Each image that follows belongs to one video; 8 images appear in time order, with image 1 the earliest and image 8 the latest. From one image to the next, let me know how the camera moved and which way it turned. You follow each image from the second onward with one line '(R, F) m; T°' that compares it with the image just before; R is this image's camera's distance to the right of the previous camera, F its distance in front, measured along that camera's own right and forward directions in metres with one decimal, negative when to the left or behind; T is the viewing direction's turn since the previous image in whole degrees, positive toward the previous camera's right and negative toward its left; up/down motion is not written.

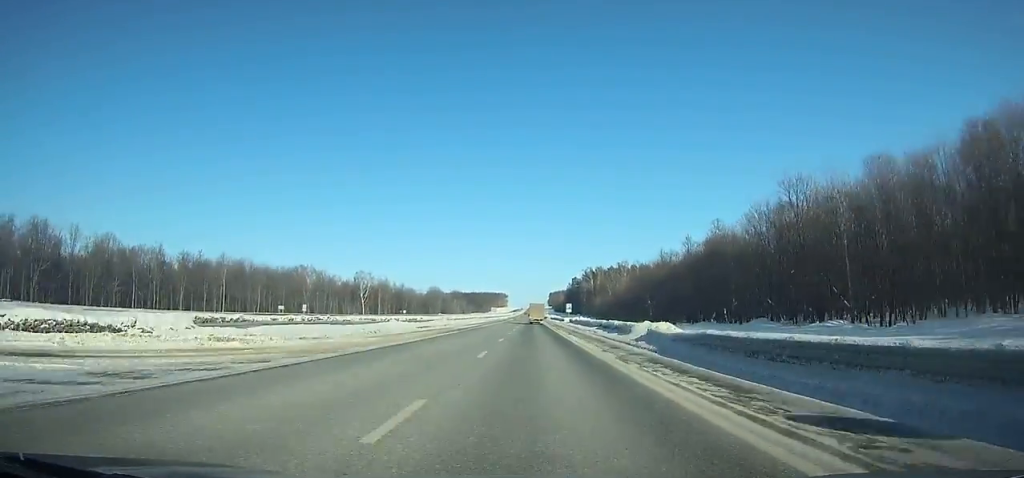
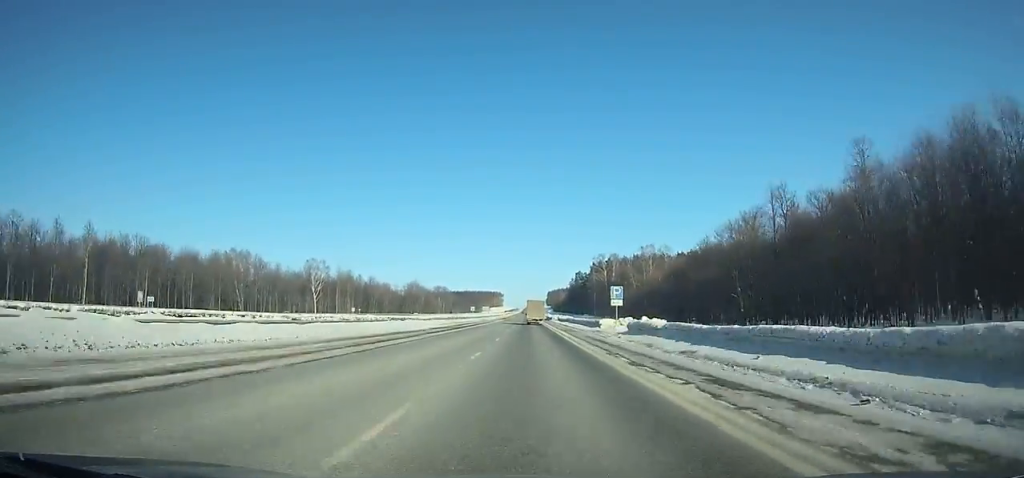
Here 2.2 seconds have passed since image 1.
(+0.2, +61.5) m; 0°
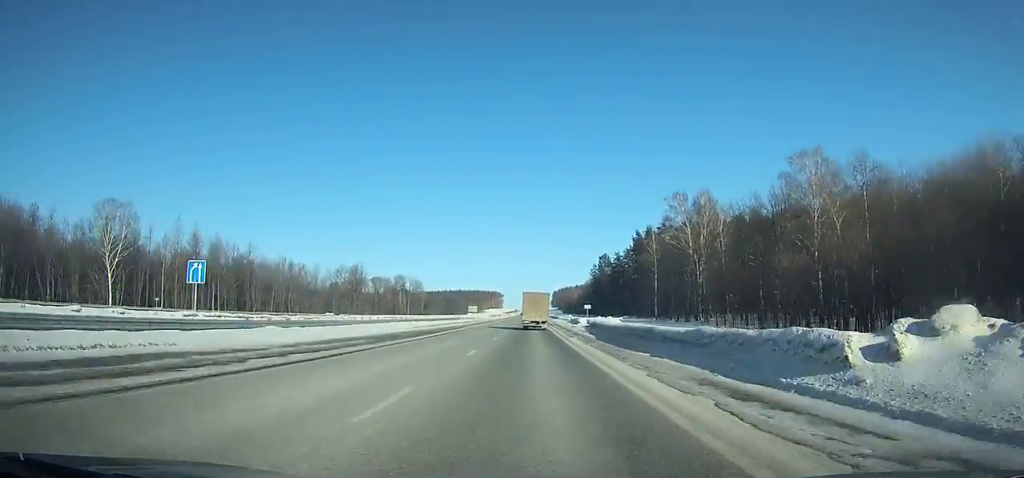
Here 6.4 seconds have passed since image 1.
(+0.6, +117.3) m; 0°
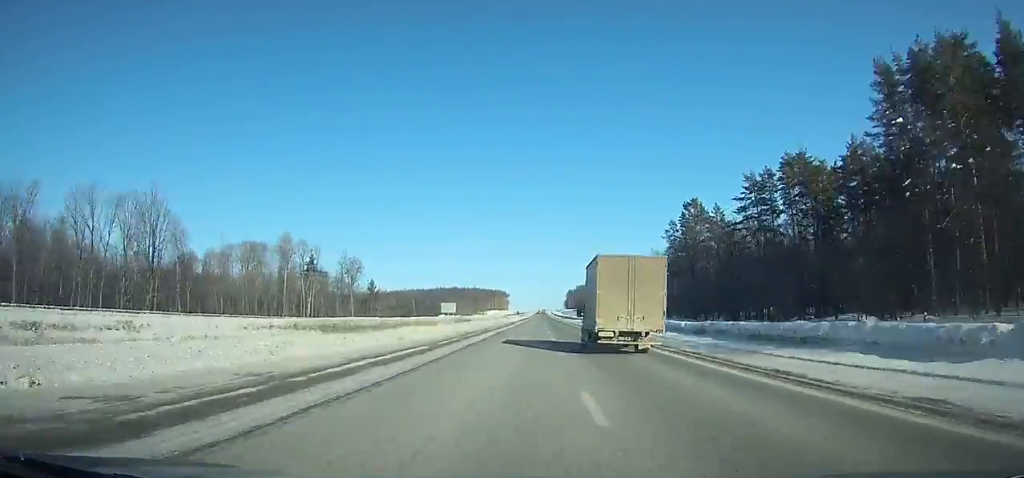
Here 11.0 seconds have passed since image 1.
(-1.7, +128.0) m; 0°
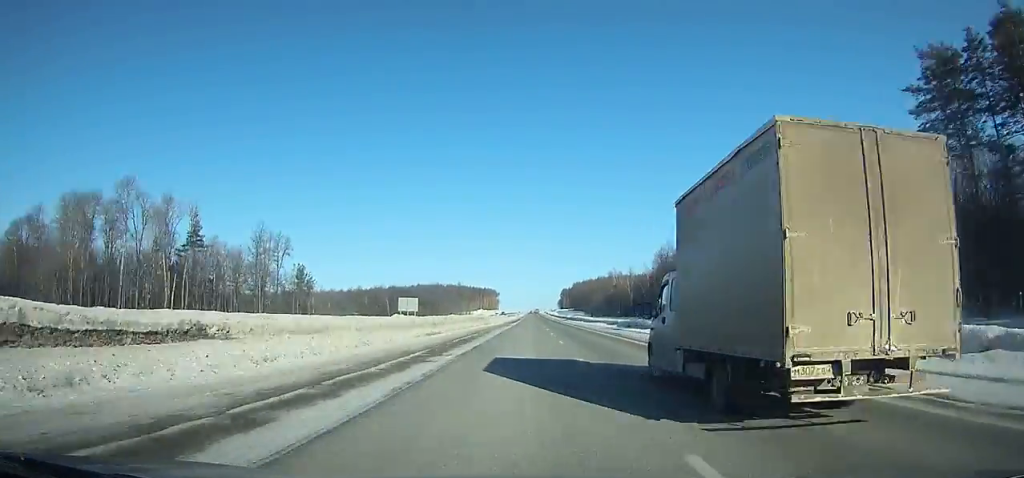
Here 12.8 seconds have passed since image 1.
(+0.3, +50.0) m; +1°
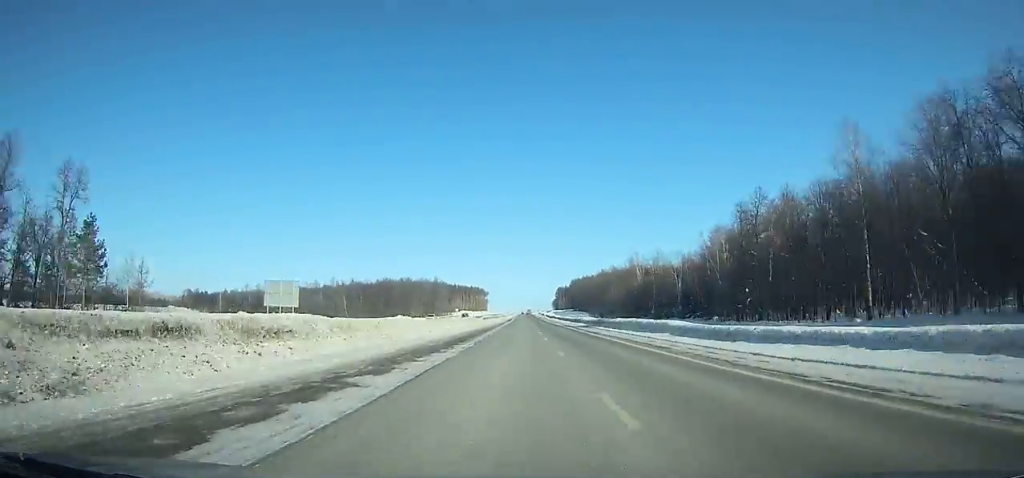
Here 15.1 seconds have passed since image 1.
(+0.5, +64.8) m; +1°
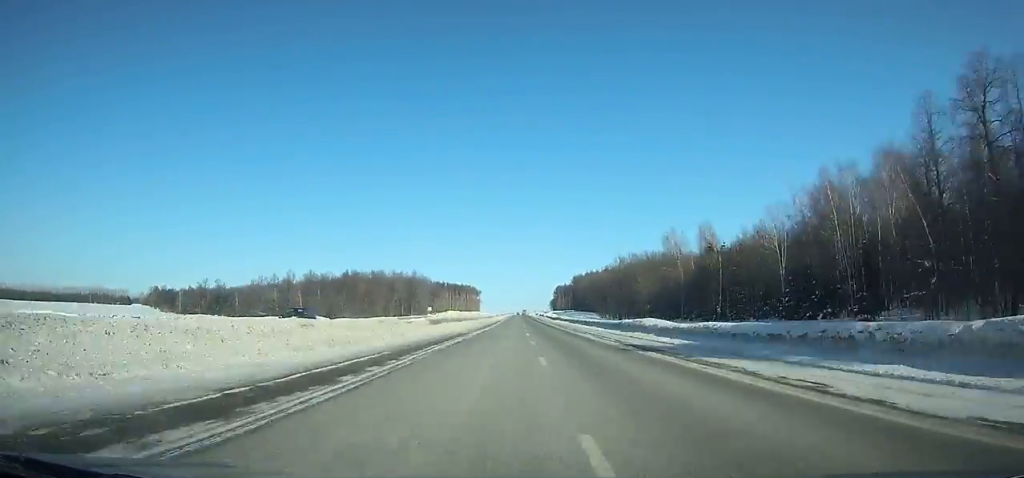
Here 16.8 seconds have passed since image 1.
(+0.2, +49.2) m; 0°
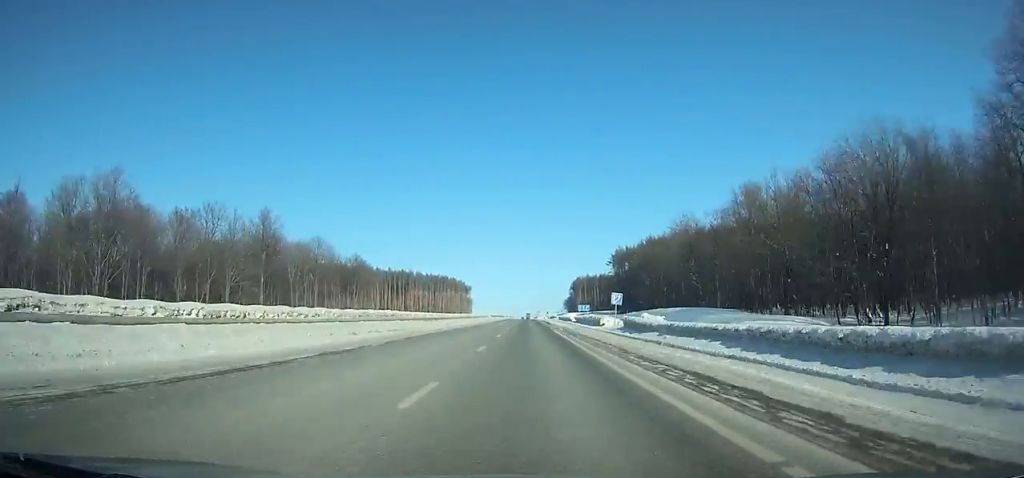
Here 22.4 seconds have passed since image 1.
(-0.6, +167.1) m; -1°
